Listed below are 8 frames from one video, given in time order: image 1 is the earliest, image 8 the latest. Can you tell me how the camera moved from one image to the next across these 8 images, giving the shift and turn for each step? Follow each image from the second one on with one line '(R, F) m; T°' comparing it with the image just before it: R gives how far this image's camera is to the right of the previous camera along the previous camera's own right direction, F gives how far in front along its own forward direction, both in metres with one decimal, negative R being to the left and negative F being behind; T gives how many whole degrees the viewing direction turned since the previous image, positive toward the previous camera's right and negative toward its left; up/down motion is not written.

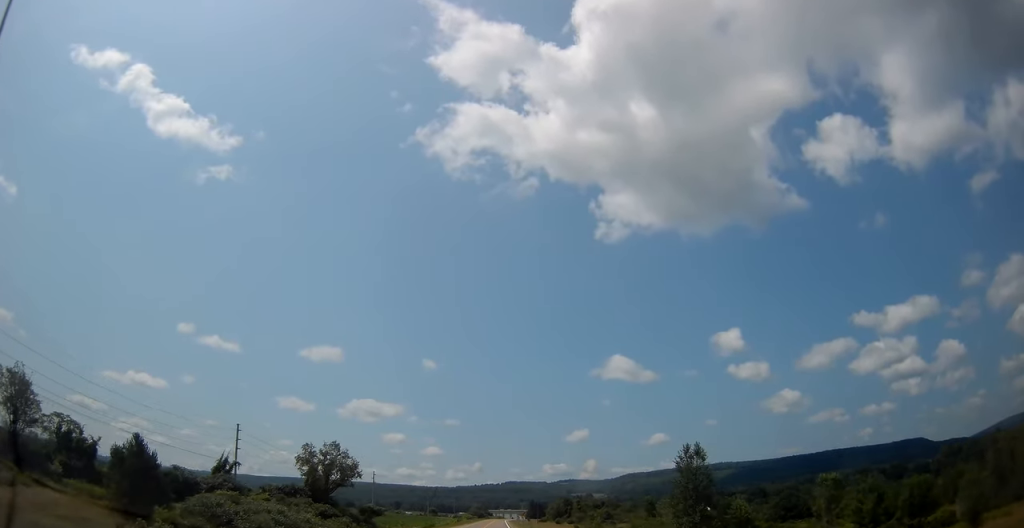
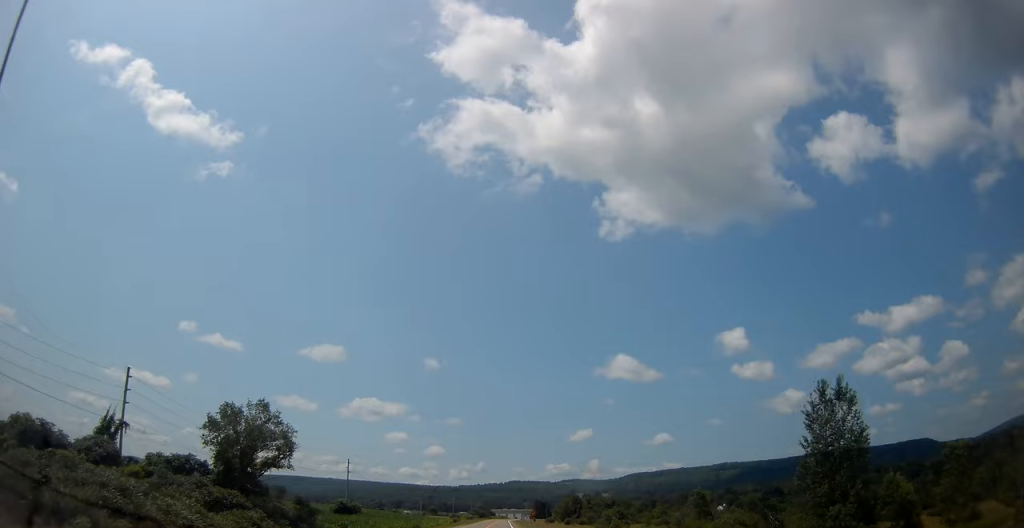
(0.0, +24.0) m; 0°
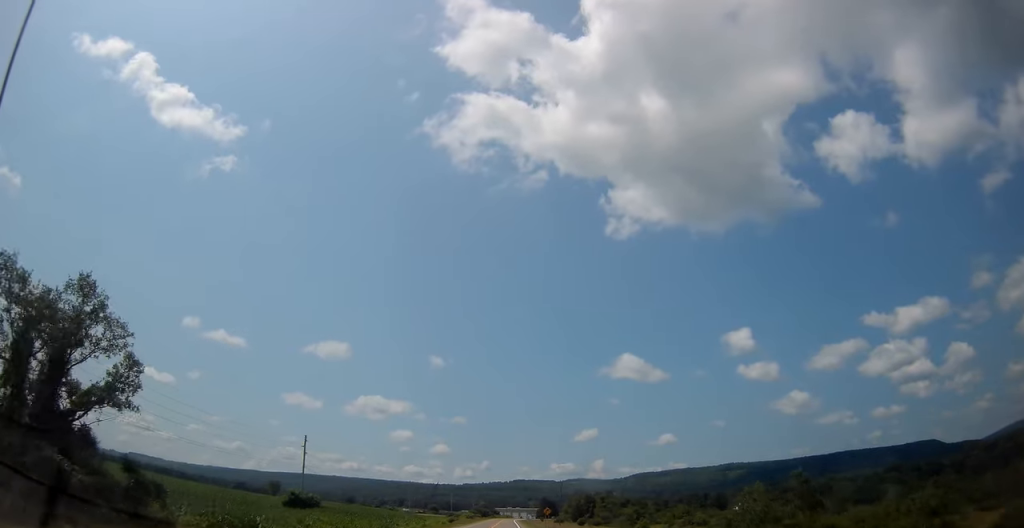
(-0.1, +25.8) m; 0°
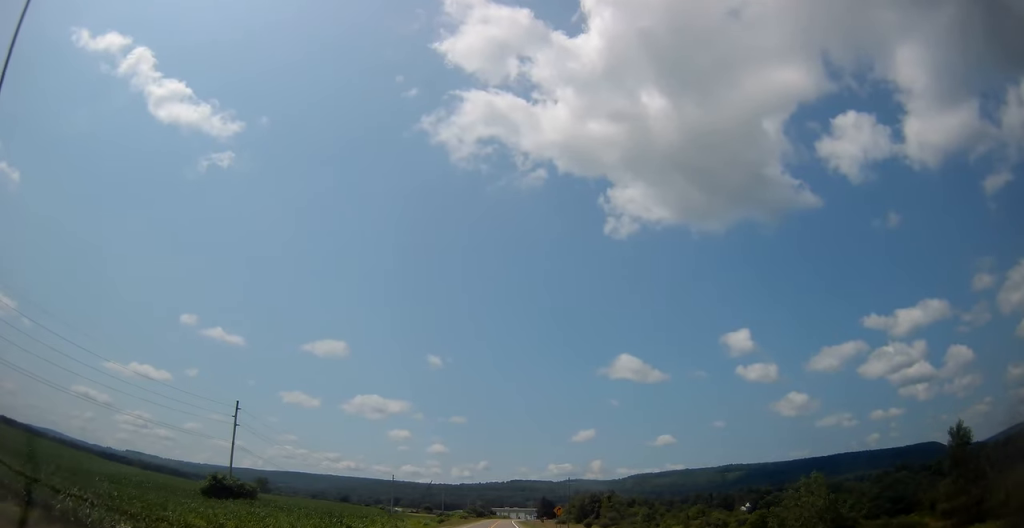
(-0.1, +21.3) m; 0°
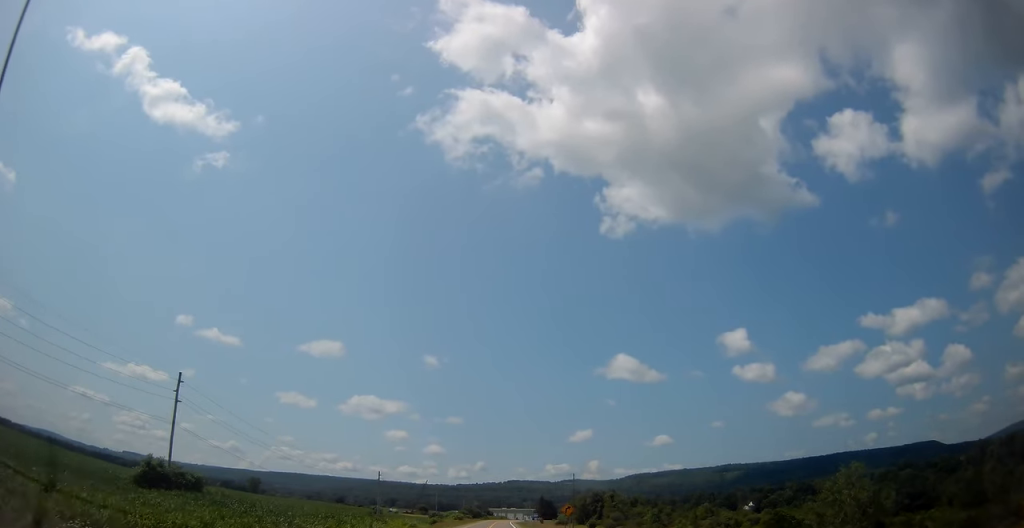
(-0.1, +11.5) m; 0°
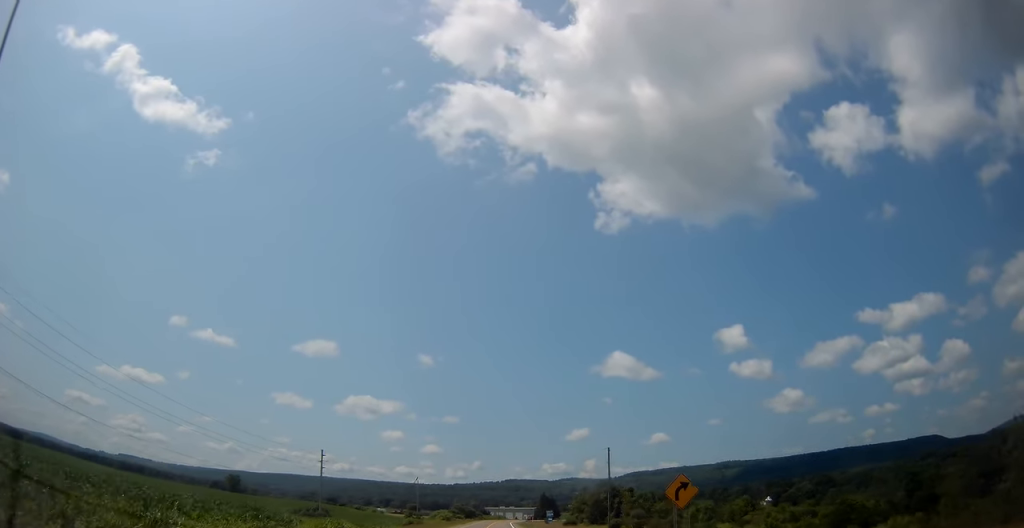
(+0.4, +34.9) m; +1°
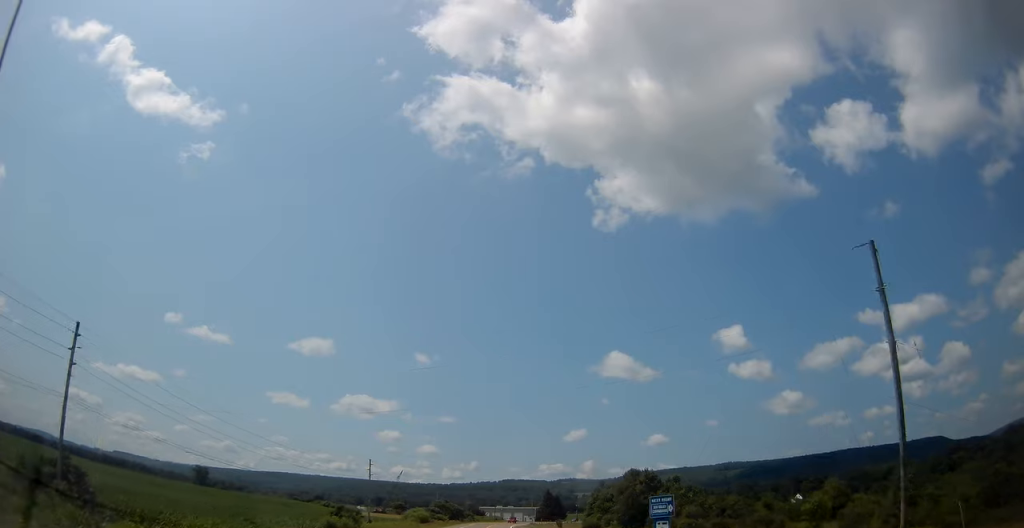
(0.0, +49.8) m; 0°
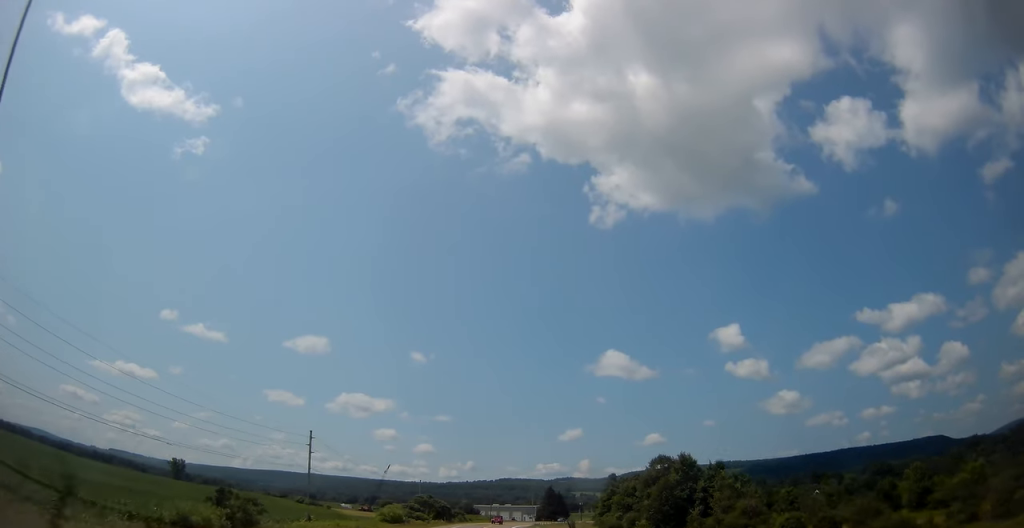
(+0.1, +28.5) m; +1°
